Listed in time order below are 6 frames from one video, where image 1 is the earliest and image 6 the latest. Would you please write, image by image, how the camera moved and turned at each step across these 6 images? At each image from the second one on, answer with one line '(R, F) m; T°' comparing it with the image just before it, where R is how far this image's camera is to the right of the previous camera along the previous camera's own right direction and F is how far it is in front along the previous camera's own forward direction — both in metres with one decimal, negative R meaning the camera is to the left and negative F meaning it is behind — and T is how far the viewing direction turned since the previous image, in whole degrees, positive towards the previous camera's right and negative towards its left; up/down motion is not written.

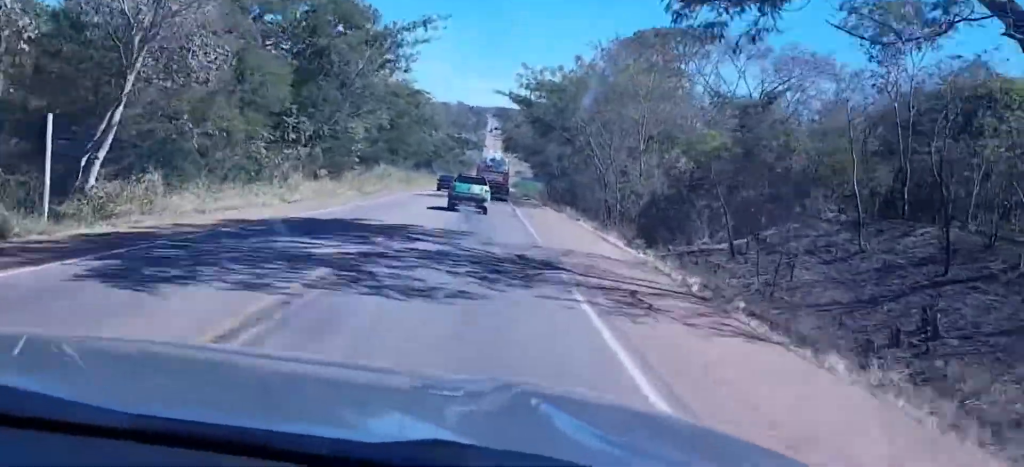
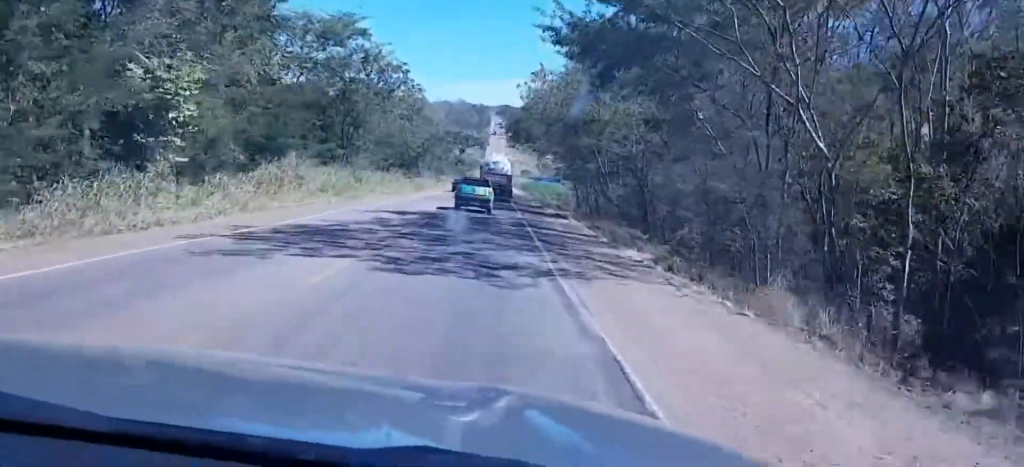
(-1.0, +40.1) m; -3°
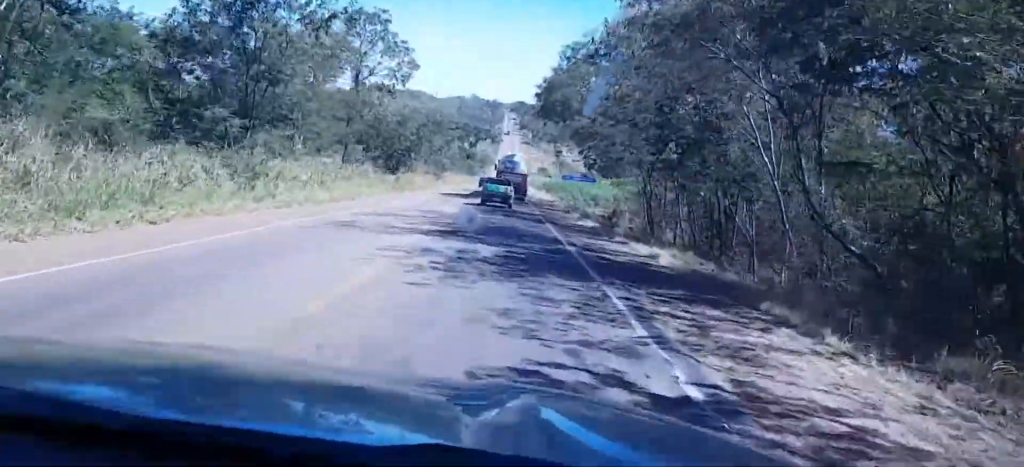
(-0.1, +33.1) m; -1°
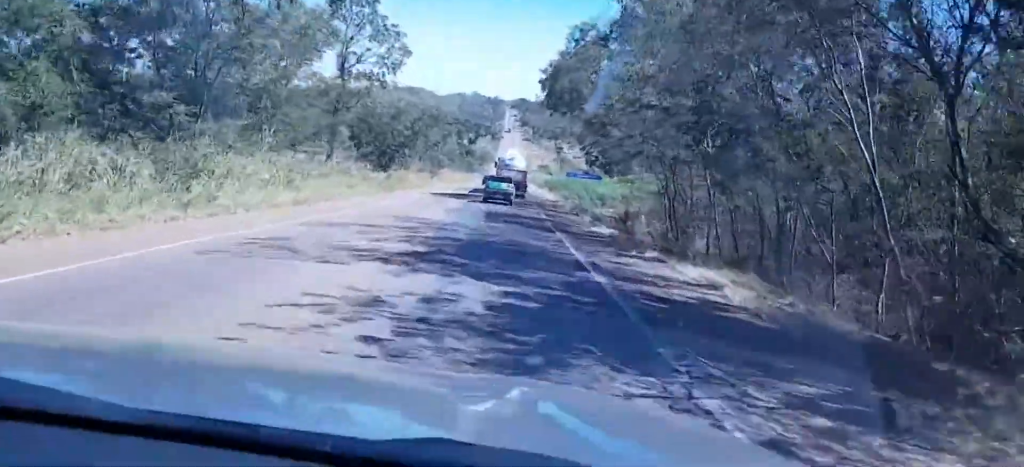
(-0.3, +7.1) m; +1°
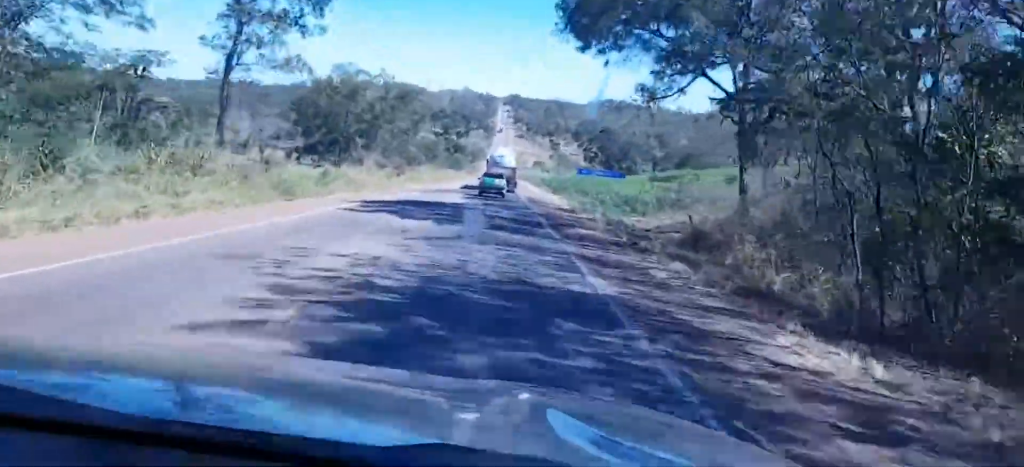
(+1.1, +25.6) m; +2°
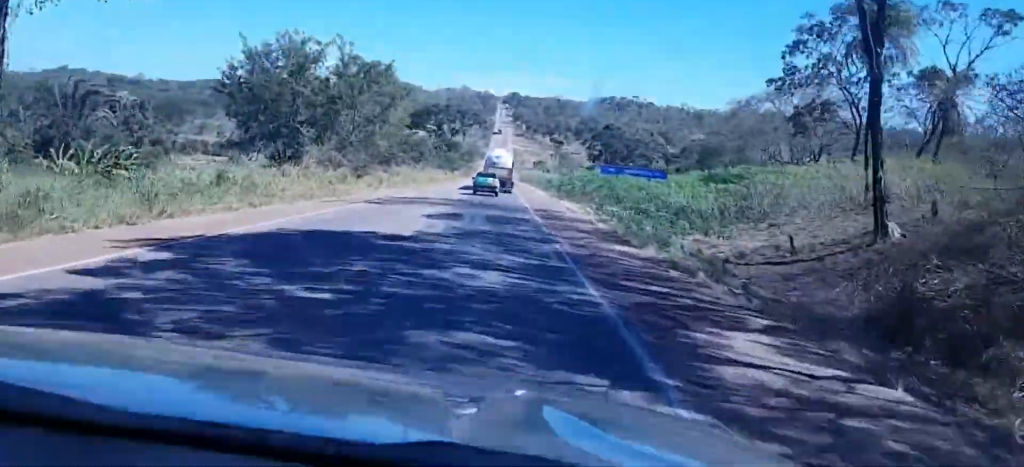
(-1.2, +21.0) m; -5°
